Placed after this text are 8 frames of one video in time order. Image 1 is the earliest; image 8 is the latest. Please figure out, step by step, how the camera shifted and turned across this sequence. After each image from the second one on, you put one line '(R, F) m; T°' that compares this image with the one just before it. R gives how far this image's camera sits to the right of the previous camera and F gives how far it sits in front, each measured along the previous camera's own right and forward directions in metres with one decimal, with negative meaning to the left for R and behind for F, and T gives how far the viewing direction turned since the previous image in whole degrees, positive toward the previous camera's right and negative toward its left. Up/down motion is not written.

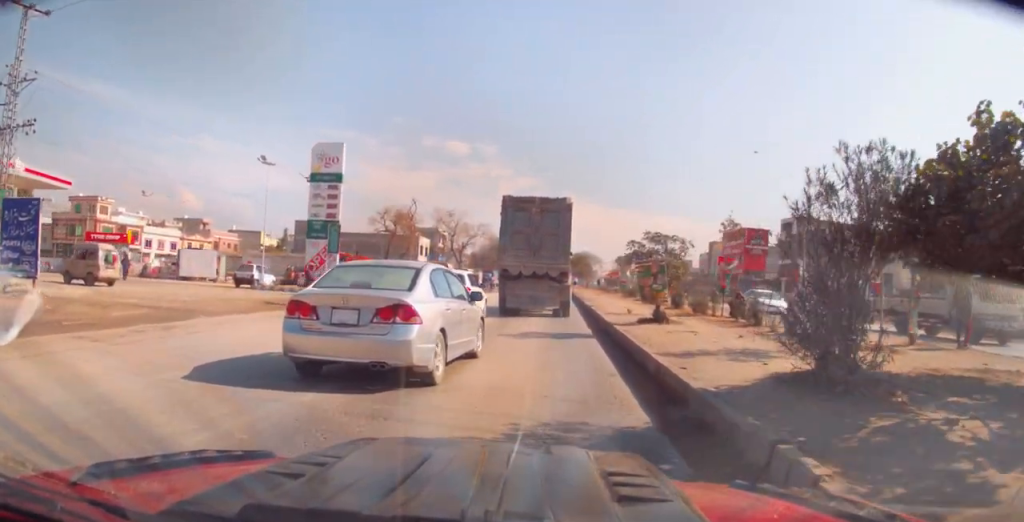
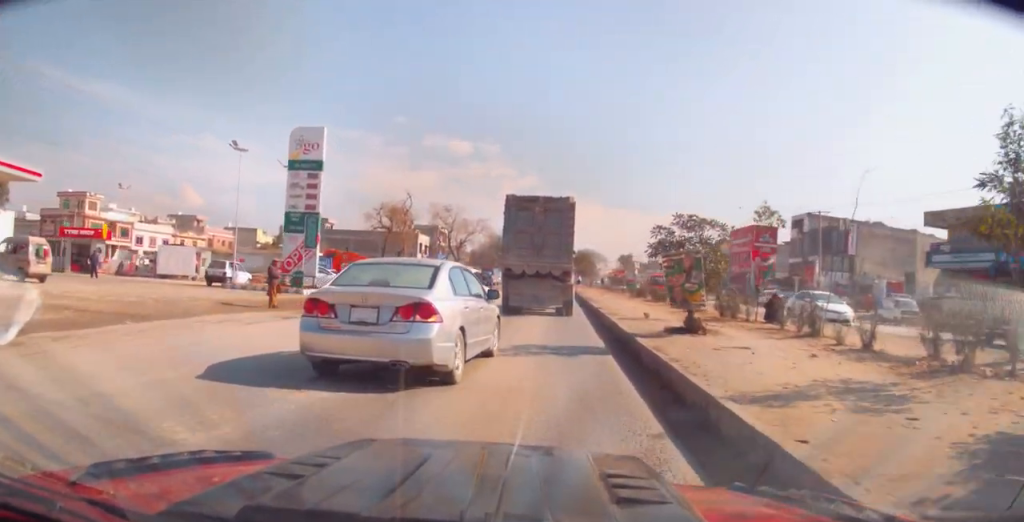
(0.0, +3.5) m; 0°
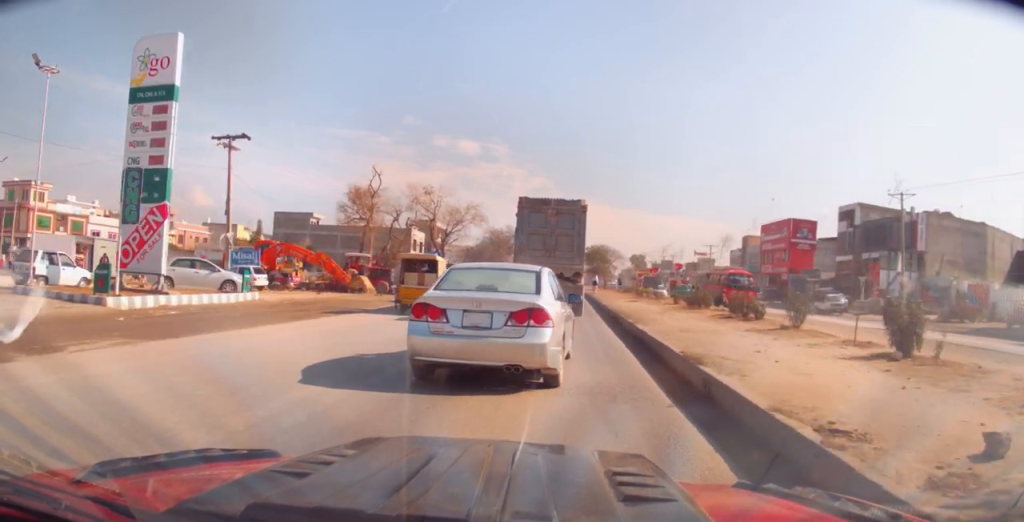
(-0.1, +14.3) m; +2°
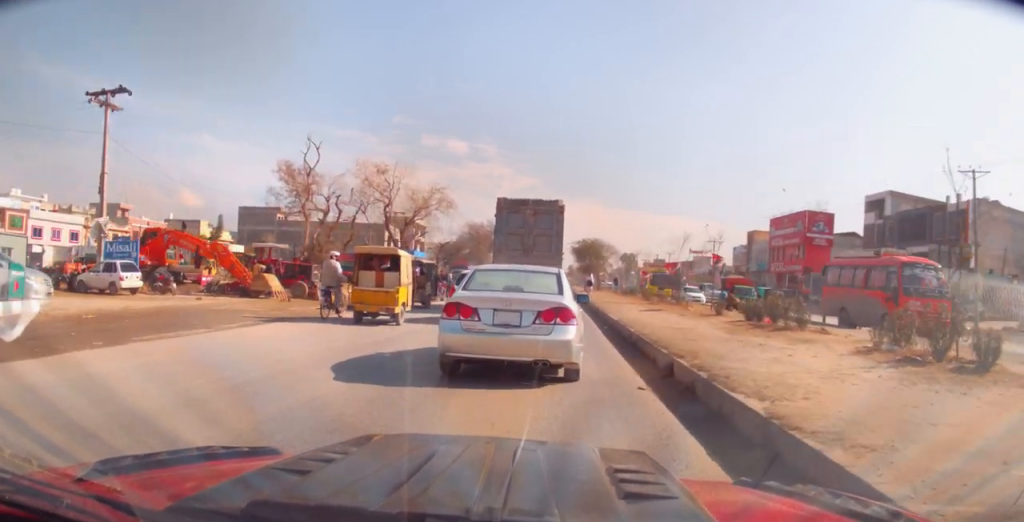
(+0.3, +10.8) m; -1°
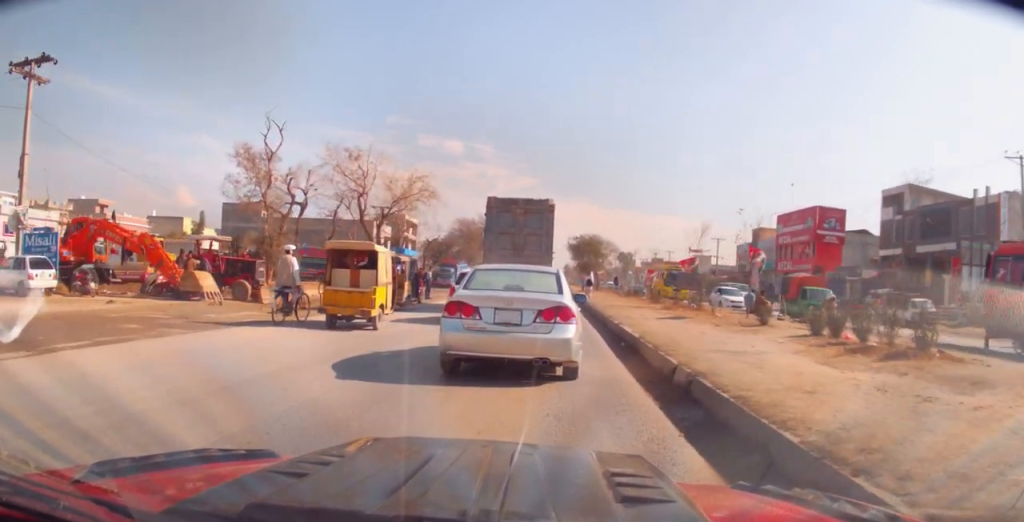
(-0.3, +5.0) m; -1°
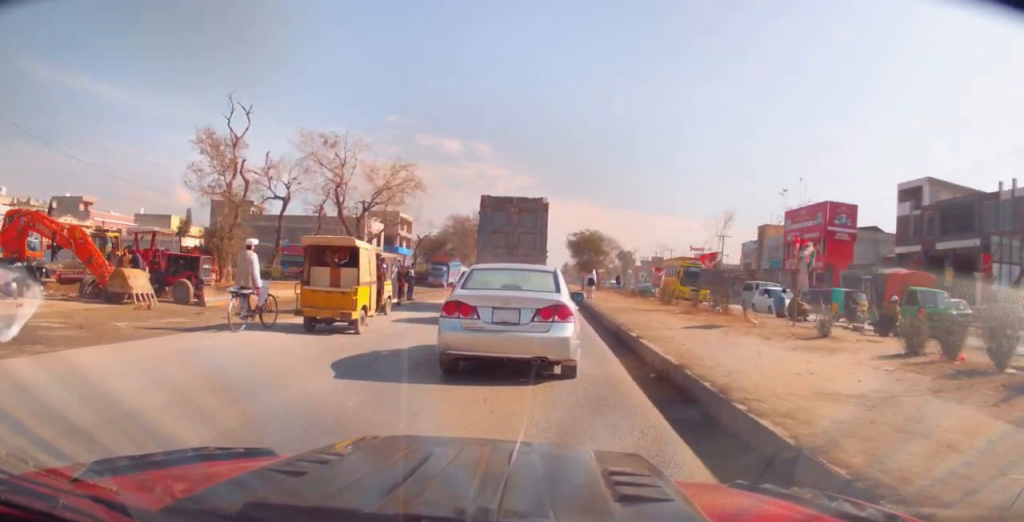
(+0.1, +3.9) m; 0°
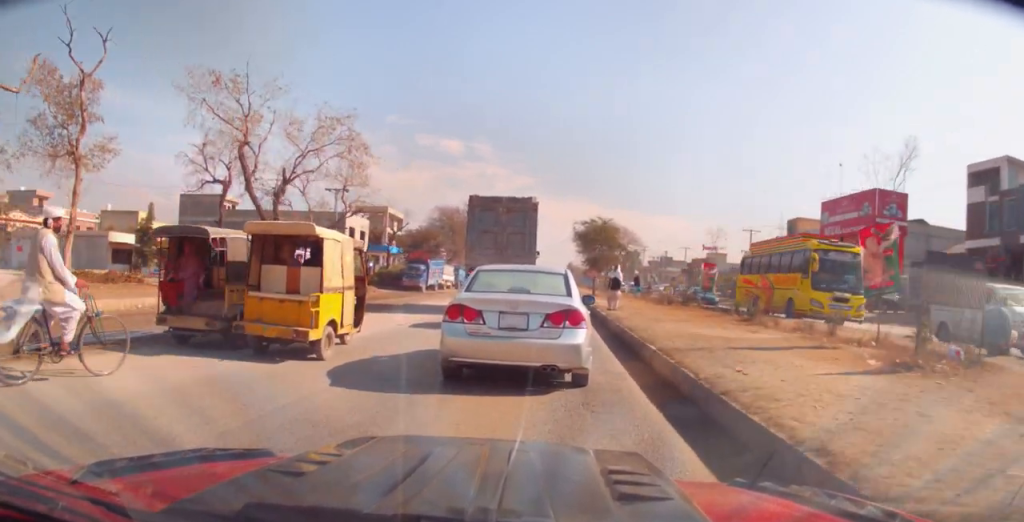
(0.0, +12.1) m; 0°
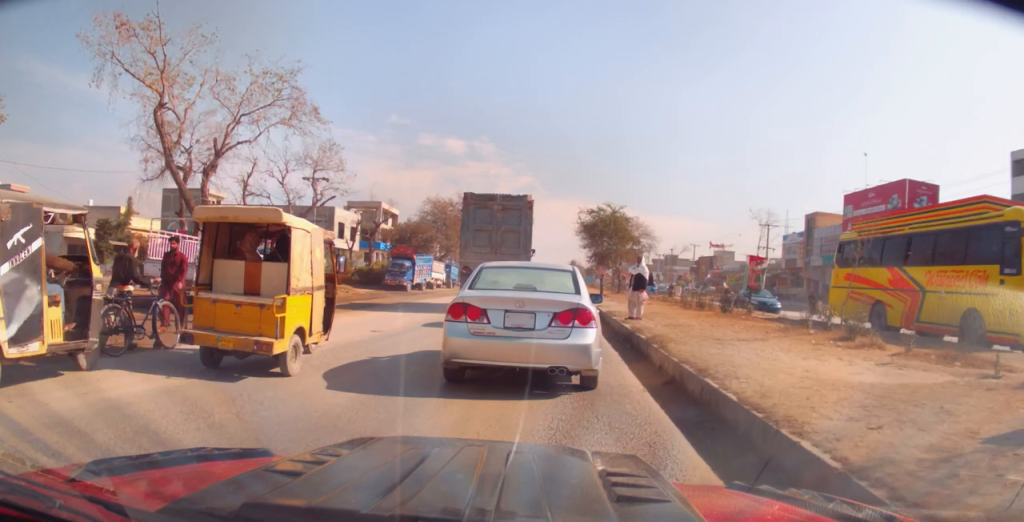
(0.0, +6.2) m; +1°
